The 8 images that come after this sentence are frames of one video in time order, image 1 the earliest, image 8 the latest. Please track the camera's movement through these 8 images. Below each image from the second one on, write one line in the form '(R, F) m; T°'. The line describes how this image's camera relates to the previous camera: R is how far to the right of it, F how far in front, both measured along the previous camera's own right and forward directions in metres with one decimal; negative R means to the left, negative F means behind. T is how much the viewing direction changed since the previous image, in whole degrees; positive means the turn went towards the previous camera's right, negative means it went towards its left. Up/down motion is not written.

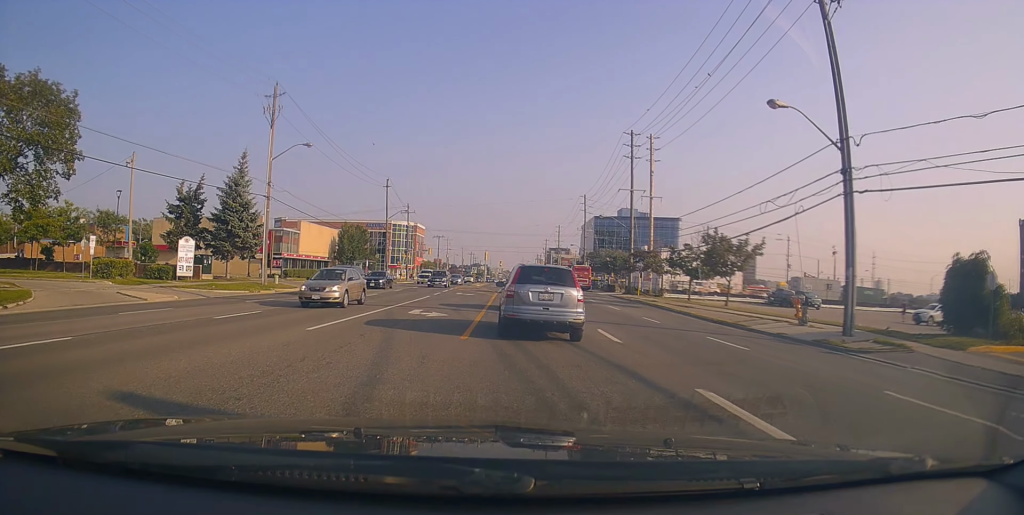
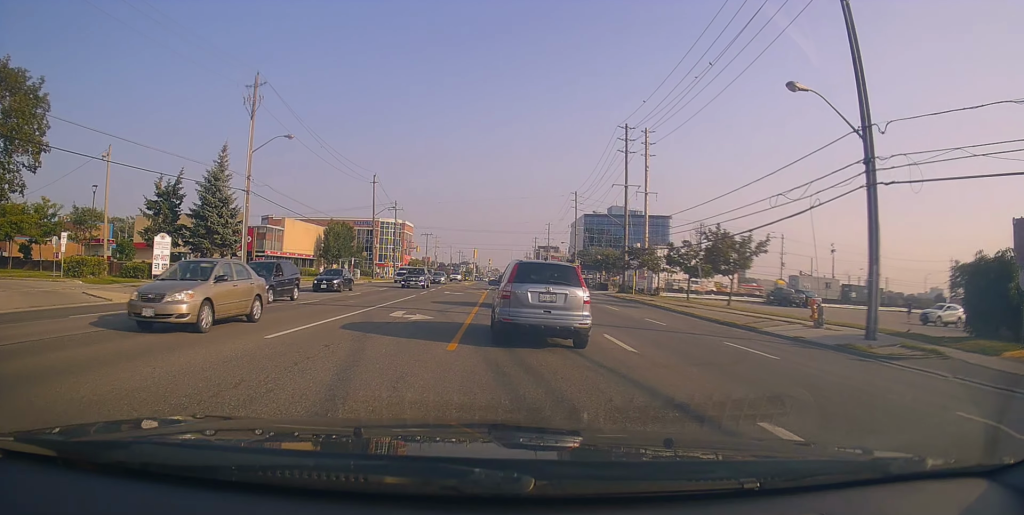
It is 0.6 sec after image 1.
(-0.1, +2.2) m; -2°
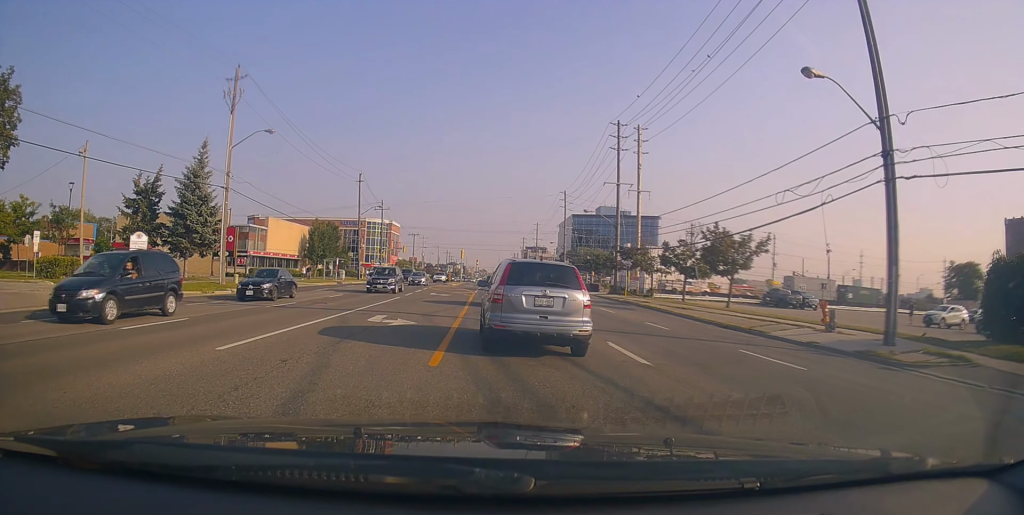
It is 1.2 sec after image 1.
(0.0, +1.9) m; -1°
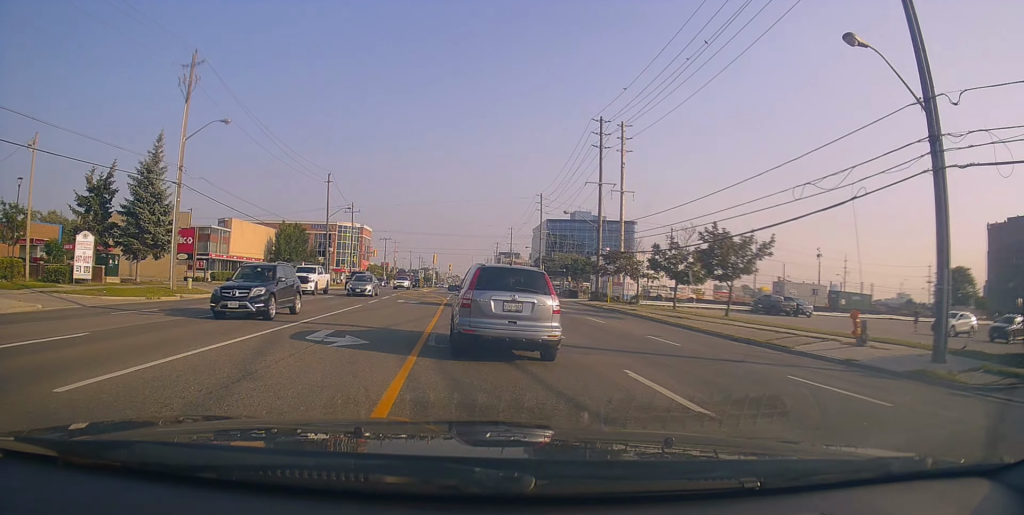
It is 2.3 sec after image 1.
(0.0, +3.9) m; +7°
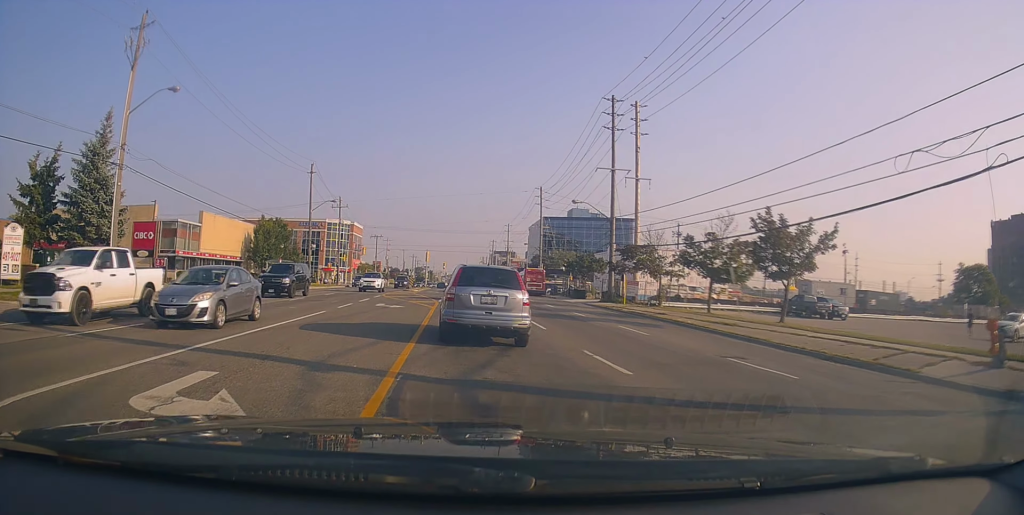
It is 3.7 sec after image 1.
(+0.3, +6.6) m; -1°
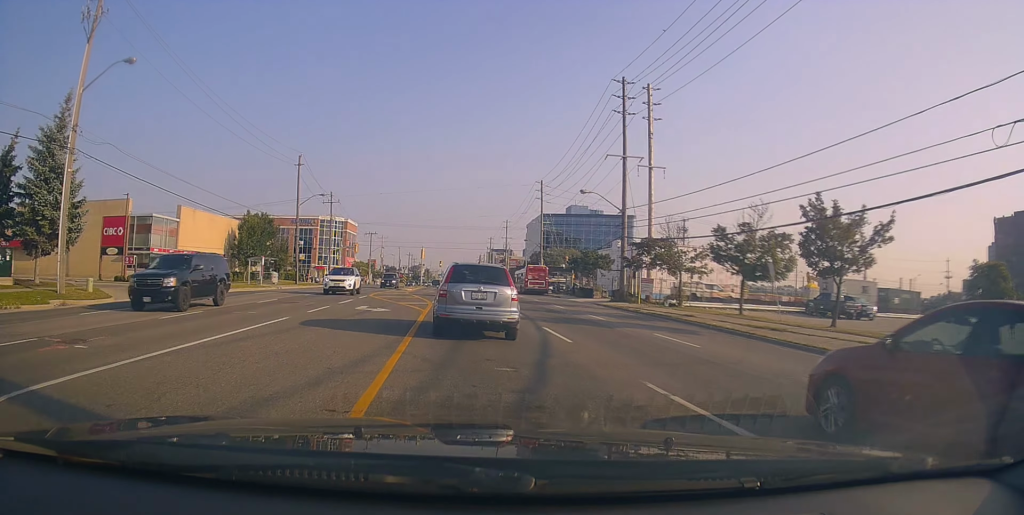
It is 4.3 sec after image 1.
(0.0, +4.0) m; -4°
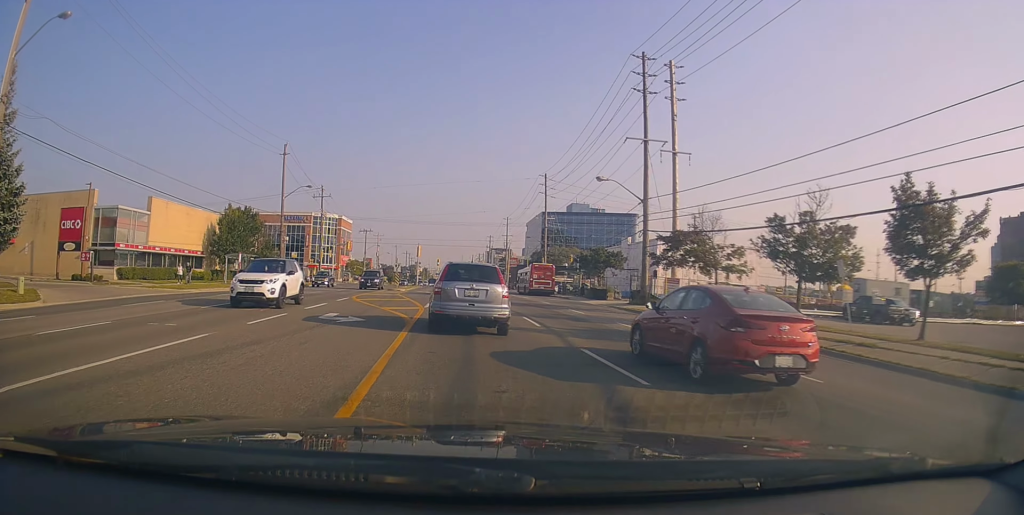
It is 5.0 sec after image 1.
(-0.2, +5.3) m; 0°
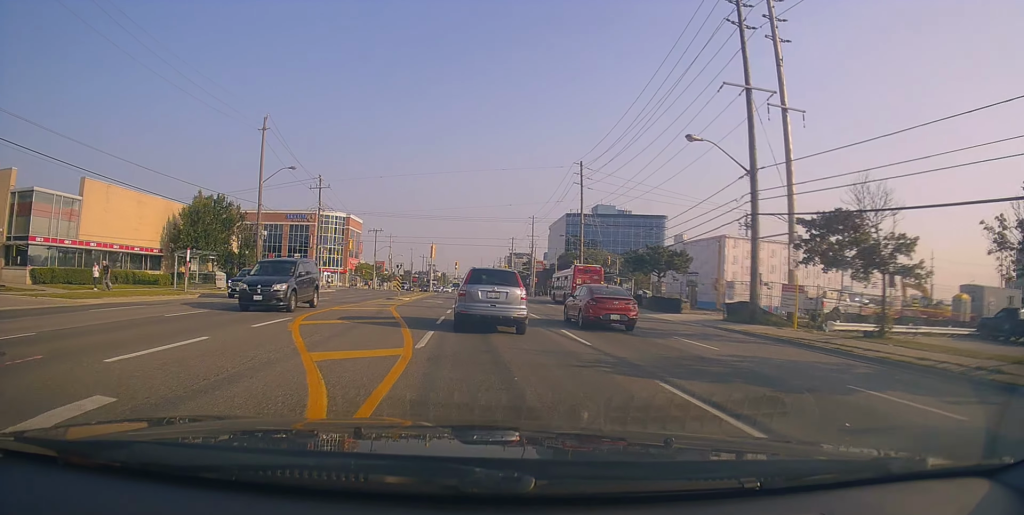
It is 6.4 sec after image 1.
(+0.2, +12.1) m; 0°
